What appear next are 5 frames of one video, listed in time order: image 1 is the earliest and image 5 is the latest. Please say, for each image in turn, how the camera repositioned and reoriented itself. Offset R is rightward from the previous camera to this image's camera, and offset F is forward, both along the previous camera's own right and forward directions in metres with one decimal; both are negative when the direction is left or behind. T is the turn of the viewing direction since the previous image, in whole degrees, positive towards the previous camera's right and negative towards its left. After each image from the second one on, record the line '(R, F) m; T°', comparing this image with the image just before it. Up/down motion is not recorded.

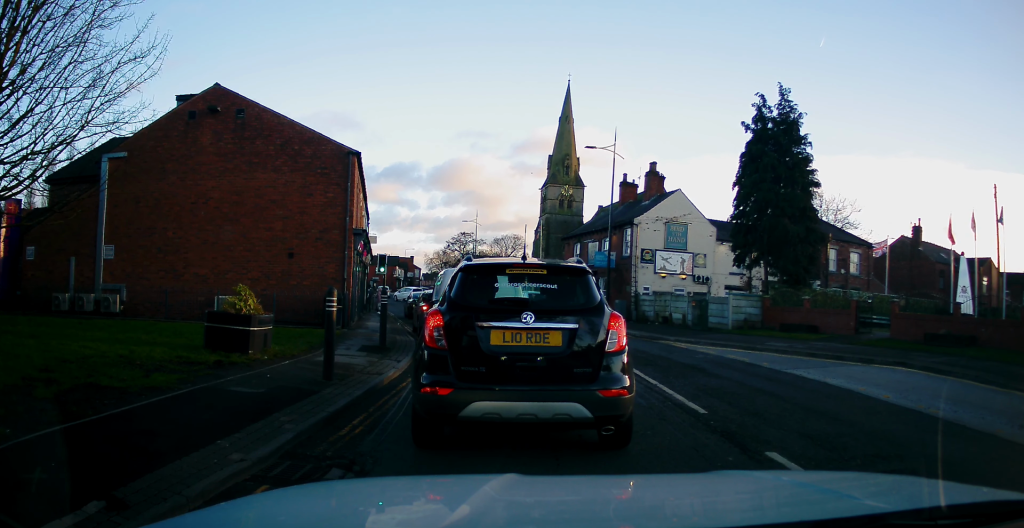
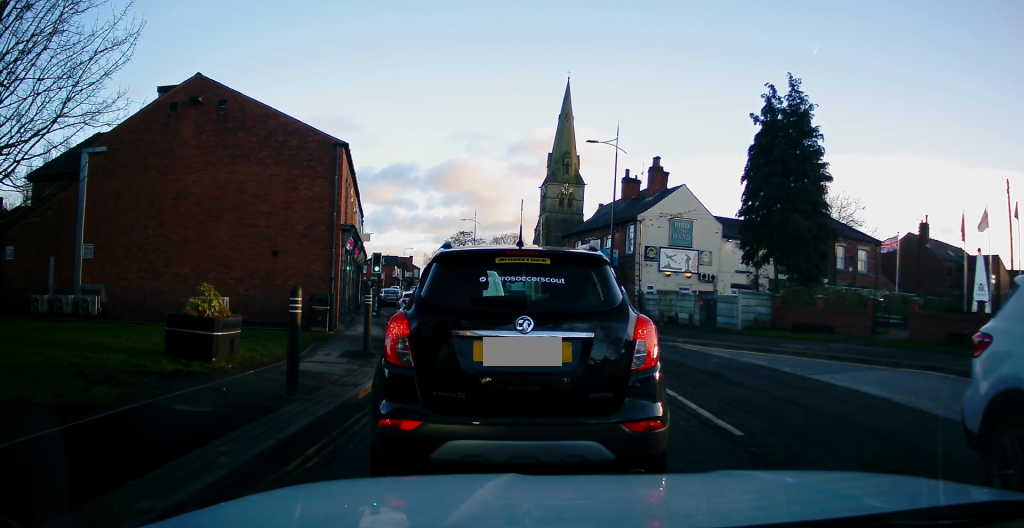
(0.0, 0.0) m; 0°
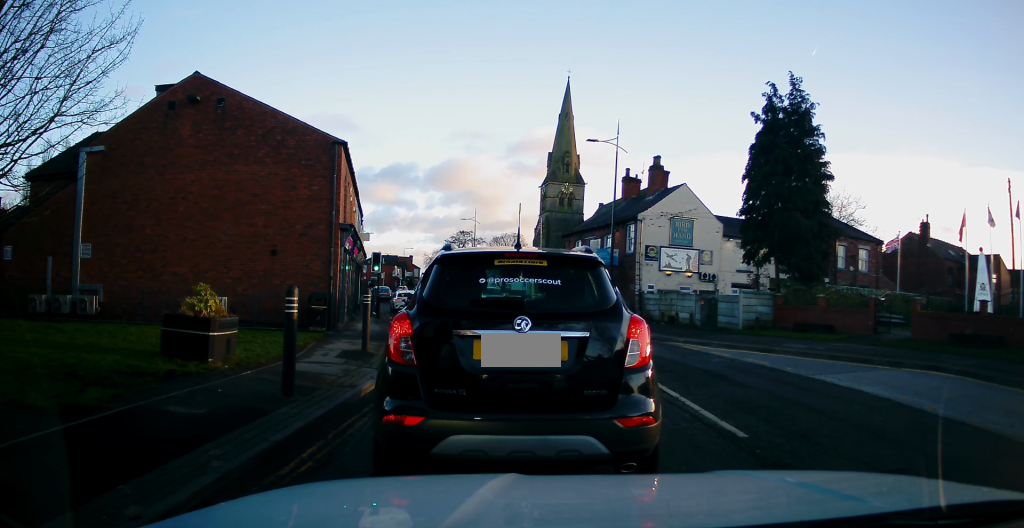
(0.0, +0.1) m; 0°
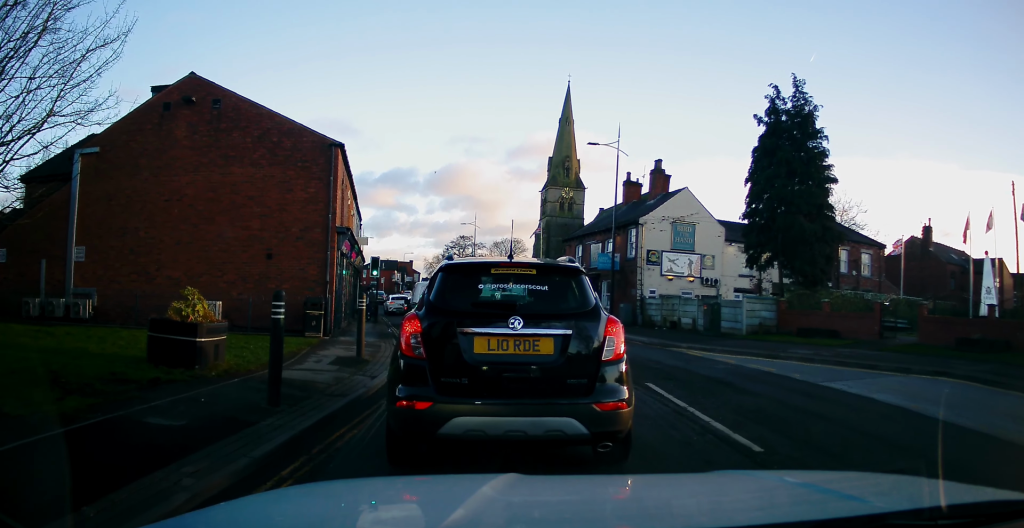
(0.0, +0.4) m; 0°
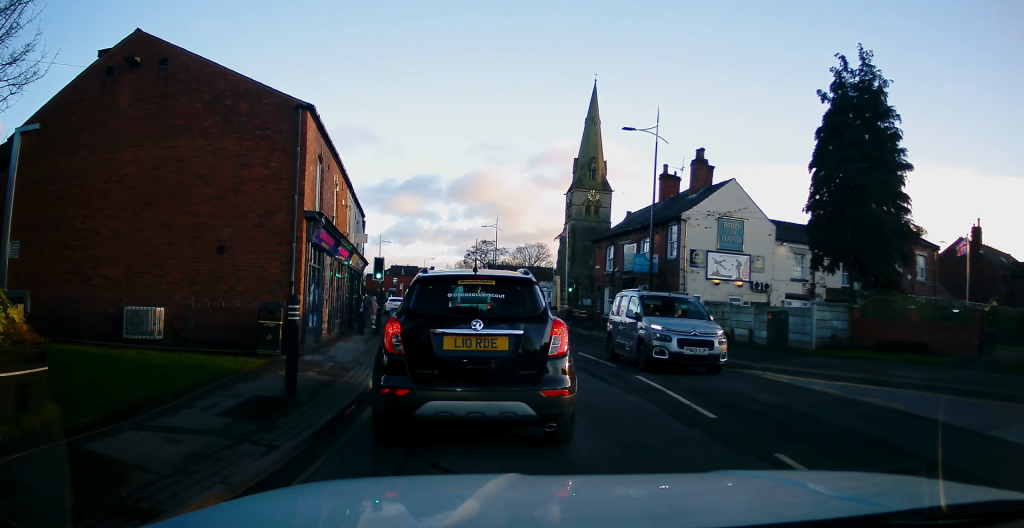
(0.0, +3.8) m; -6°
